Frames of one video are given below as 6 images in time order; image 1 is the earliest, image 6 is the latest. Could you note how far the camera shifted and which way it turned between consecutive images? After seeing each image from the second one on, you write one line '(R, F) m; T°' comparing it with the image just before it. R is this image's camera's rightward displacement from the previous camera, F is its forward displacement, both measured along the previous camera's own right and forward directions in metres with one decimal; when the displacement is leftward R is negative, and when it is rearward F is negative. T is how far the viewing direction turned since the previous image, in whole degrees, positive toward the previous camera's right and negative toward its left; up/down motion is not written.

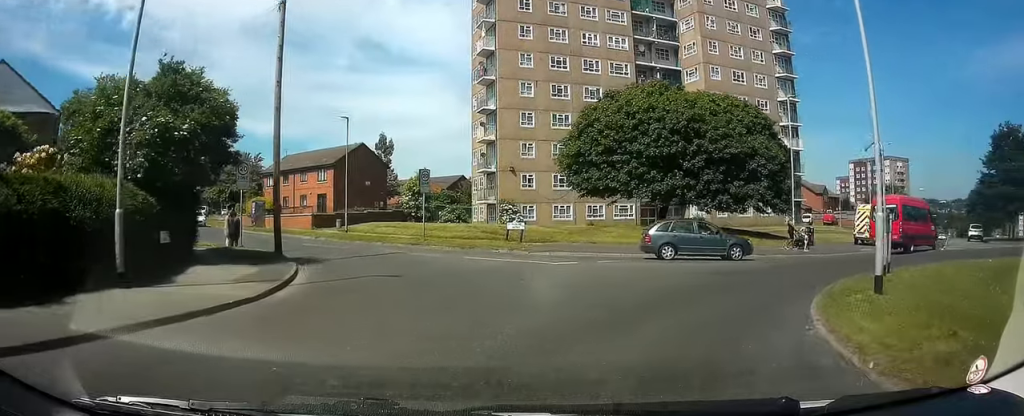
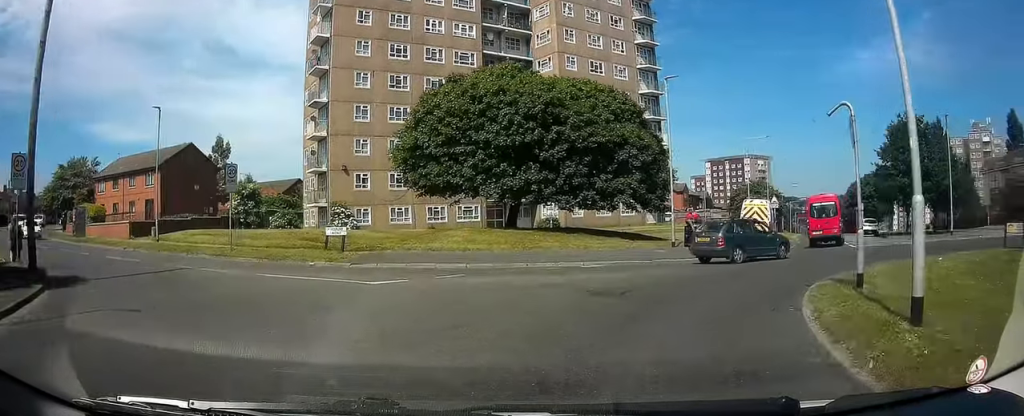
(+0.5, +4.8) m; +12°
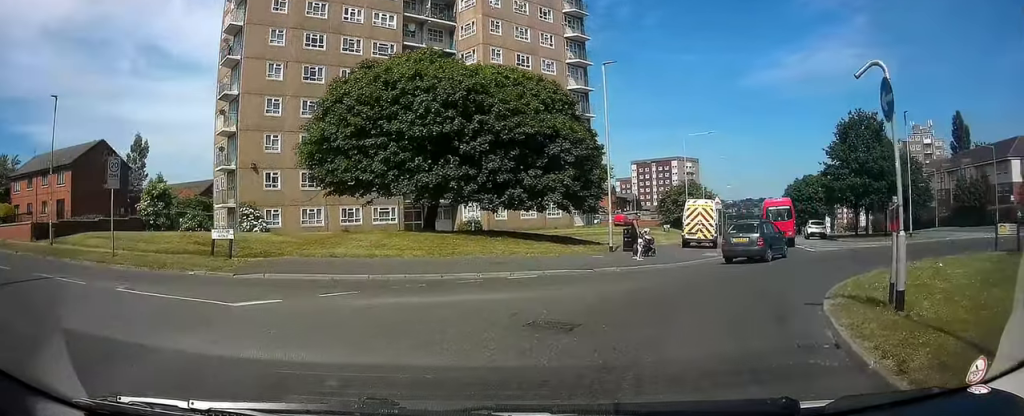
(+0.3, +3.3) m; +8°
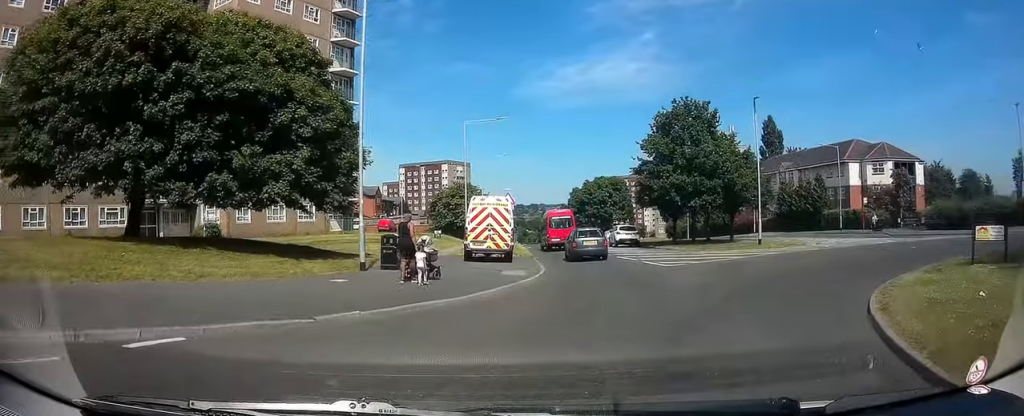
(+1.7, +8.8) m; +23°
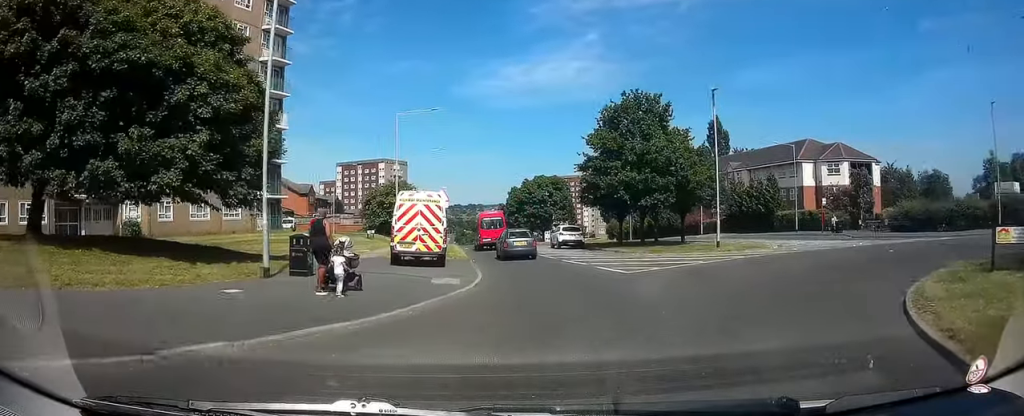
(0.0, +2.9) m; +8°
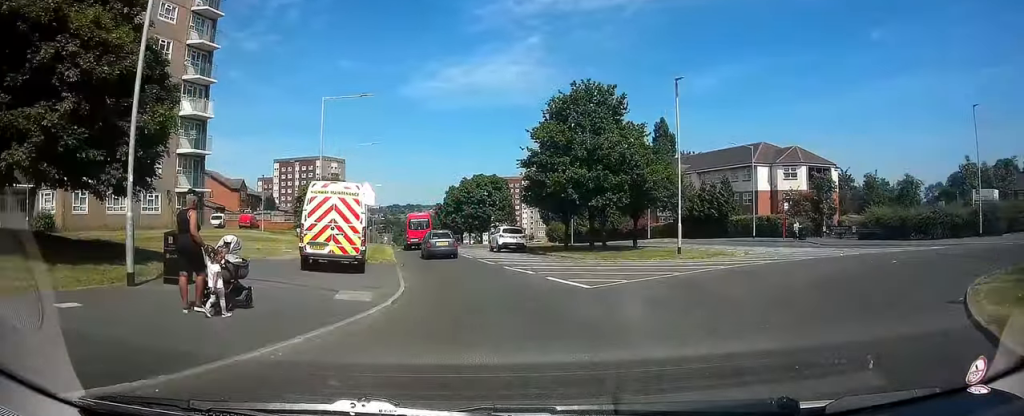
(+0.4, +3.4) m; +6°
